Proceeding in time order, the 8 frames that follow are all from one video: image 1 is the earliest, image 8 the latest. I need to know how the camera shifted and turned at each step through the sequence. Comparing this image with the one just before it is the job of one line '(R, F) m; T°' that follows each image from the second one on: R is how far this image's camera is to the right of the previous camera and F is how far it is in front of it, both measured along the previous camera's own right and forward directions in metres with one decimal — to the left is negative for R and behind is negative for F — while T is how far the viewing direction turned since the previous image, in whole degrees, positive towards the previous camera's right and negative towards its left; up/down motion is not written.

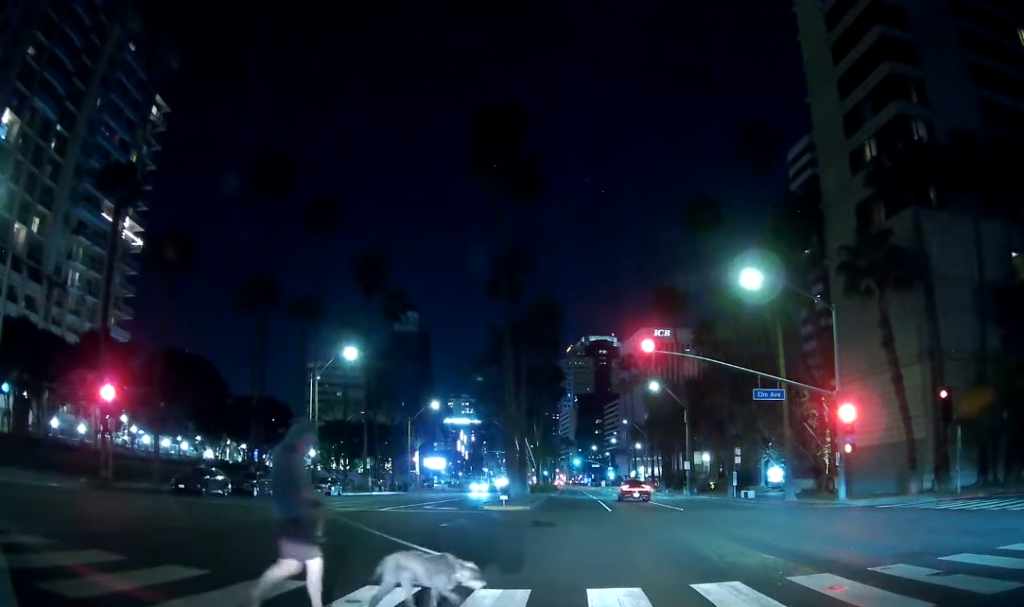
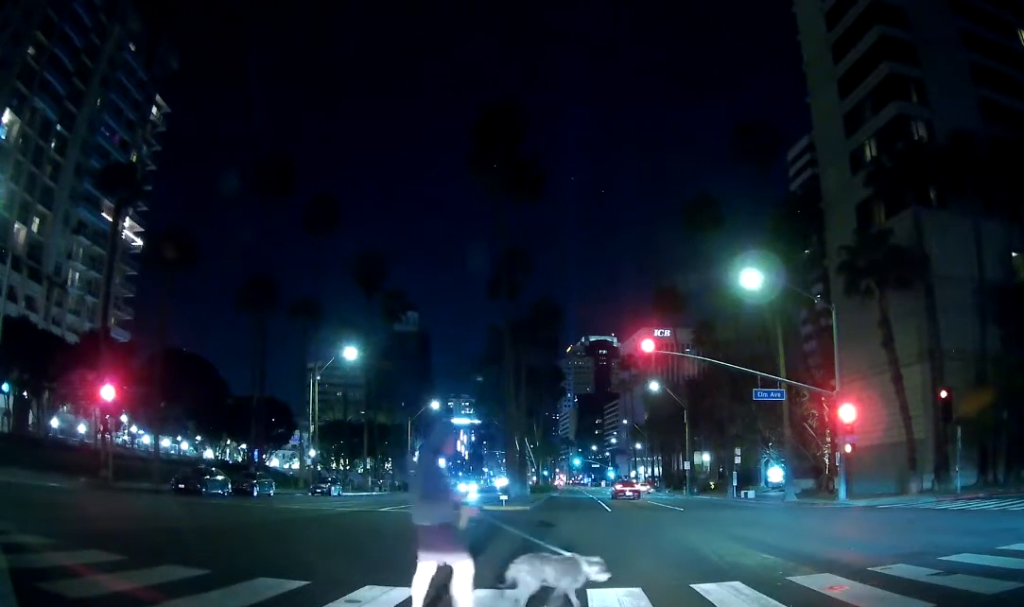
(0.0, 0.0) m; 0°
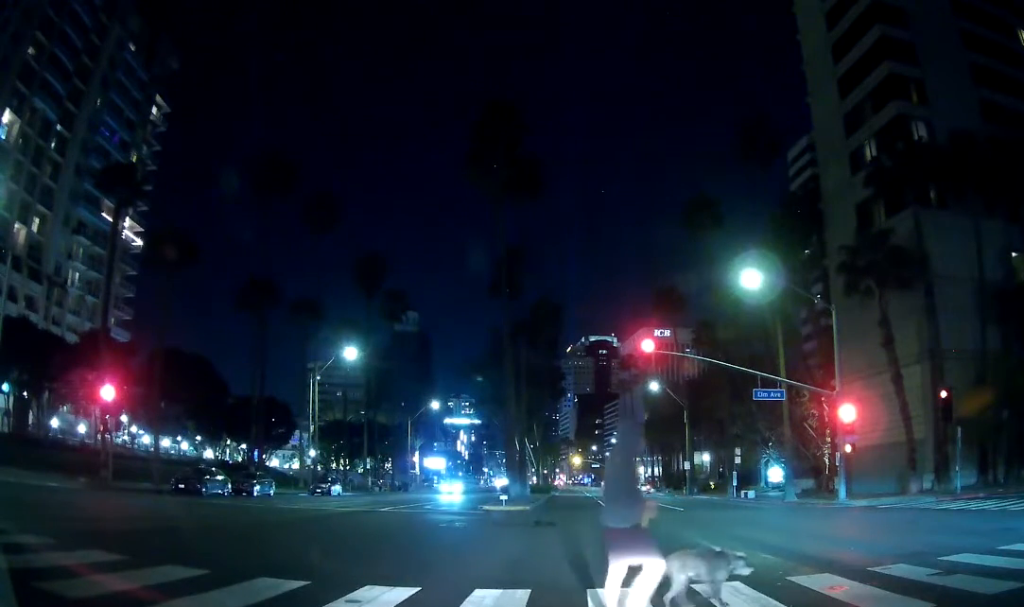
(0.0, 0.0) m; 0°
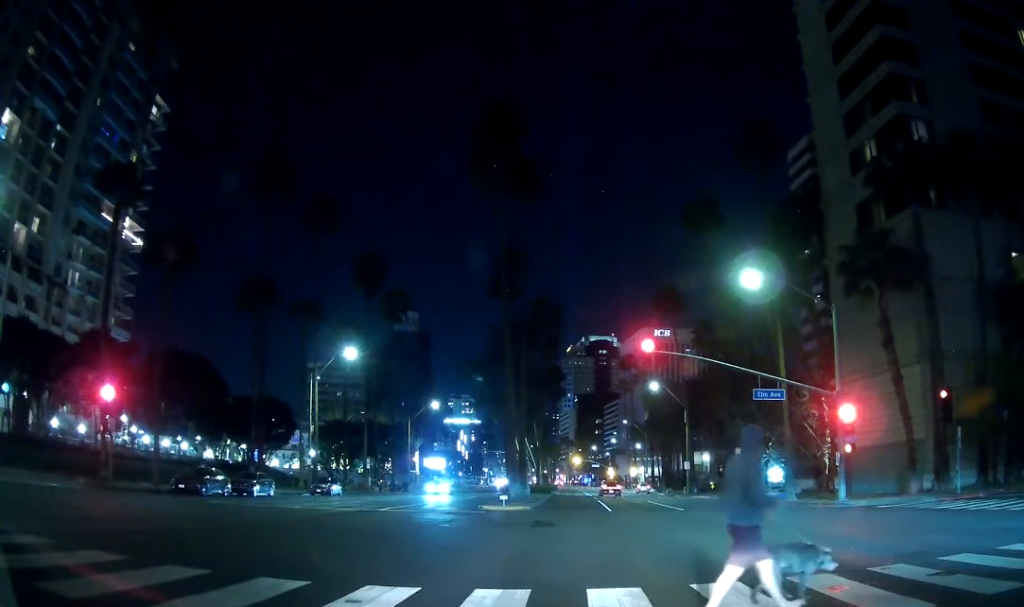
(0.0, 0.0) m; 0°
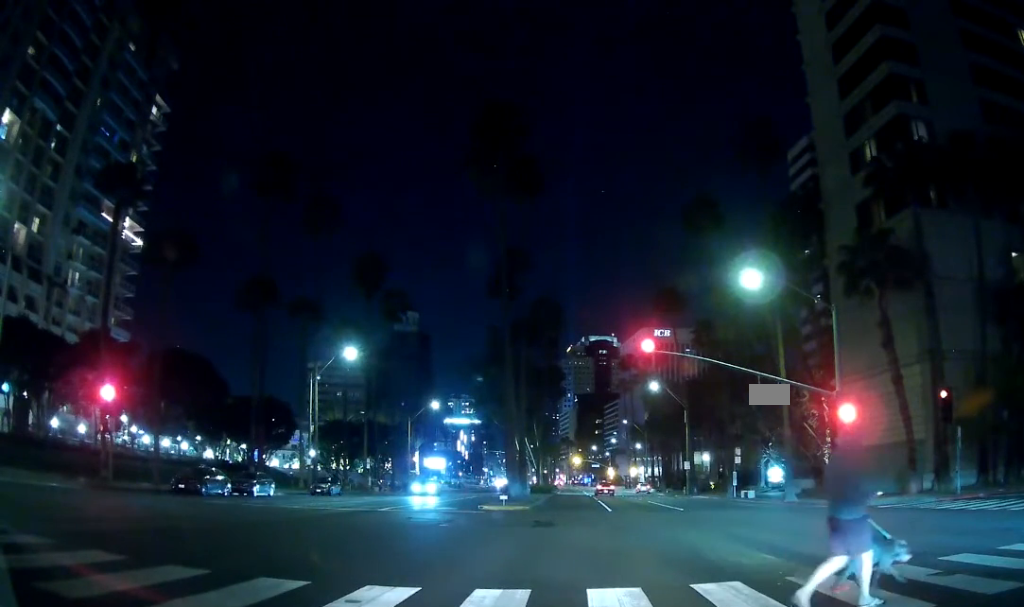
(0.0, 0.0) m; 0°
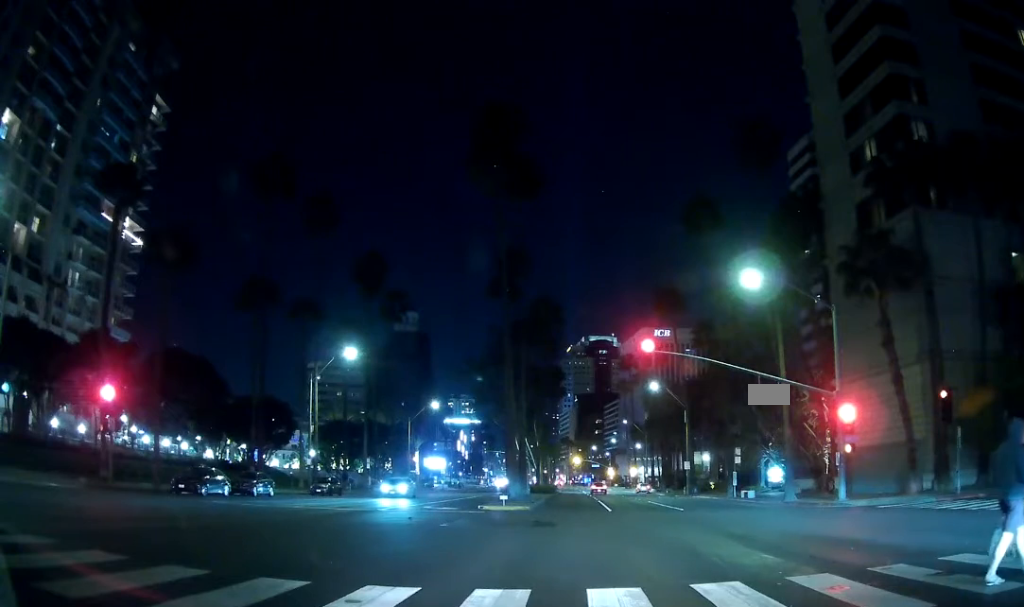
(0.0, 0.0) m; 0°
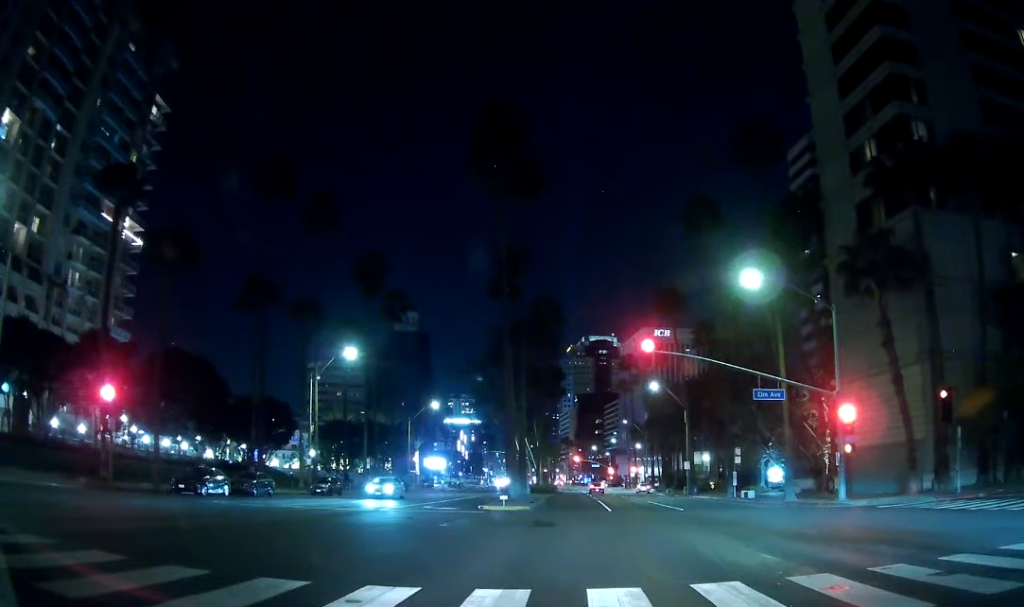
(0.0, 0.0) m; 0°
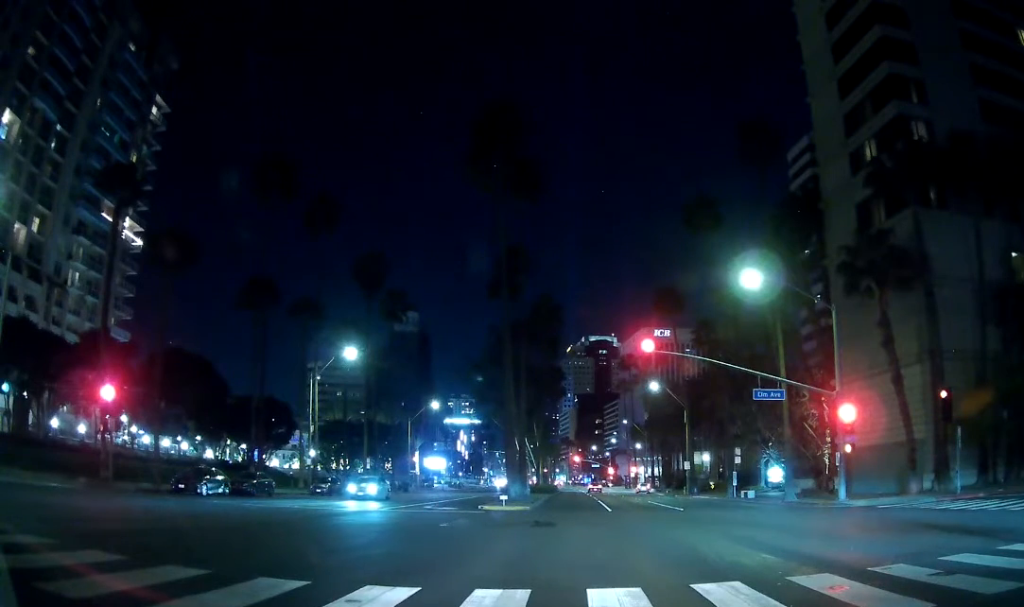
(0.0, 0.0) m; 0°
